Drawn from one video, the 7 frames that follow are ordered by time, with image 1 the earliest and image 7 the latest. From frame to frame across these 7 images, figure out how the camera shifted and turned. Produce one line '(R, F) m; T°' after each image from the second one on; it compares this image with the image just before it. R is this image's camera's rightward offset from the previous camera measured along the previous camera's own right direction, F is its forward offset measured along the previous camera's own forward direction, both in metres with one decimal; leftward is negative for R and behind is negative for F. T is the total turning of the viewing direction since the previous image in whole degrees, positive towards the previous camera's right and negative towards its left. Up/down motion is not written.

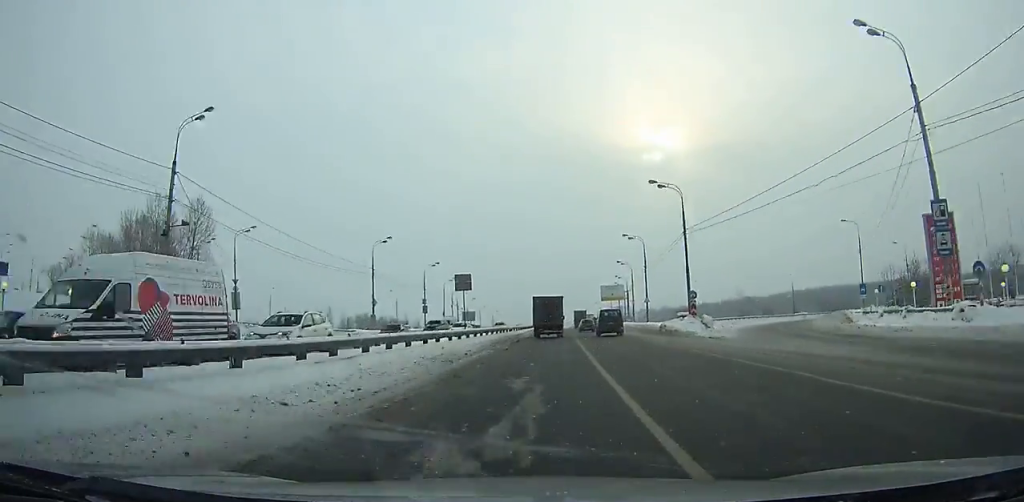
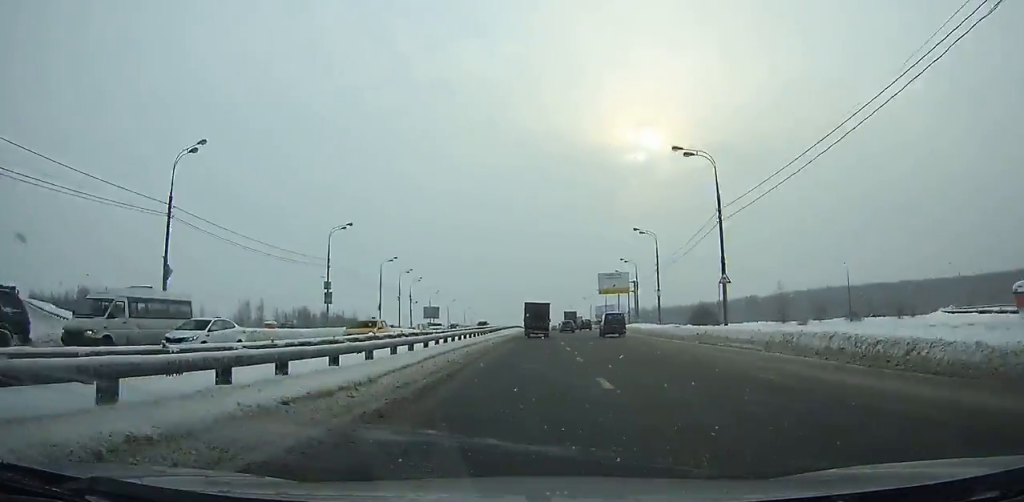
(+0.2, +40.4) m; +1°
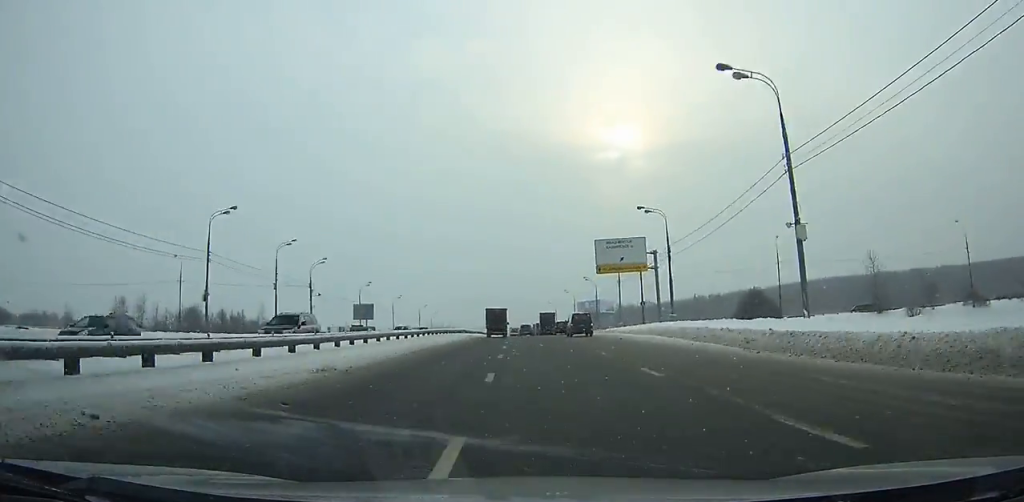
(+0.6, +46.0) m; 0°
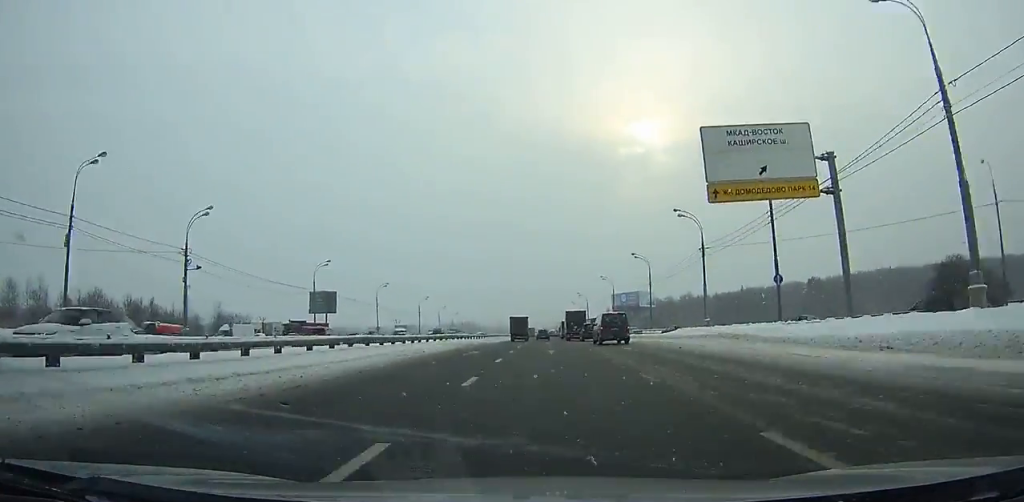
(-0.2, +40.0) m; -1°
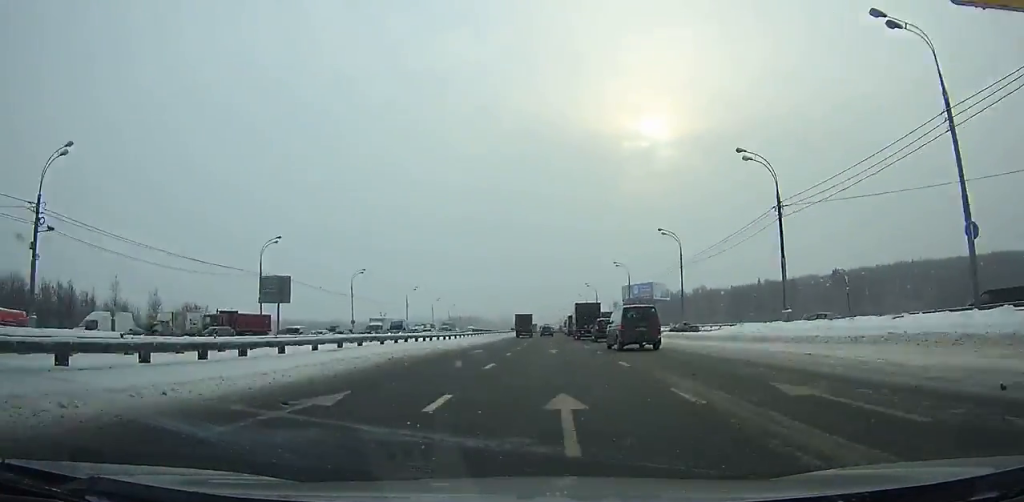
(-0.1, +19.7) m; 0°
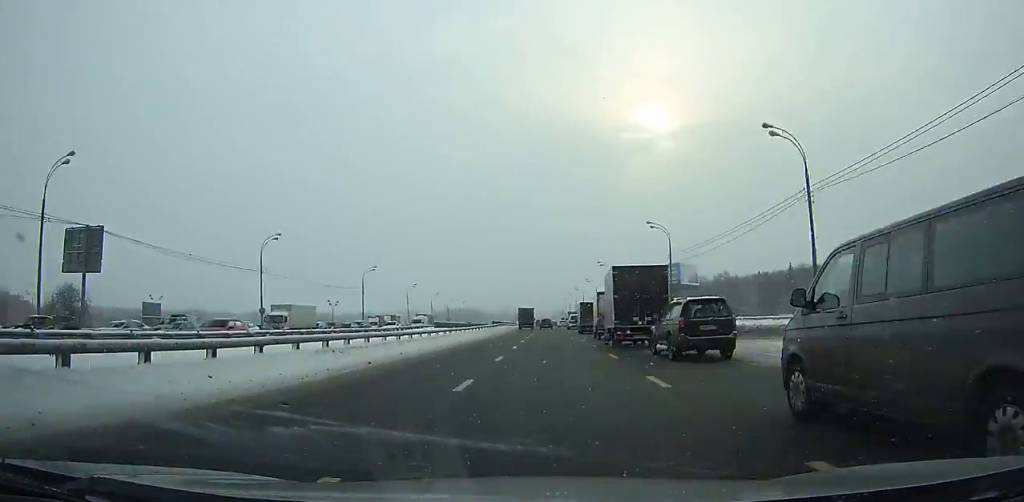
(-0.1, +37.3) m; 0°
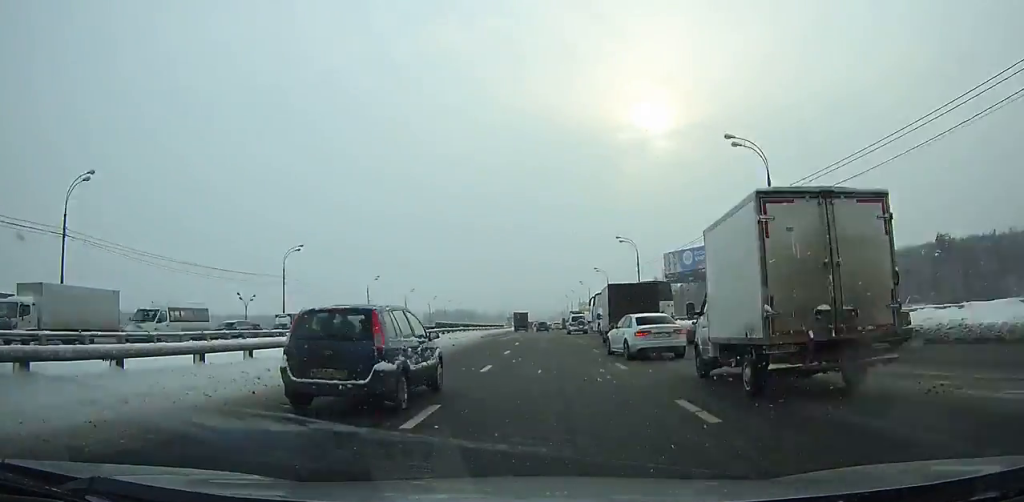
(-0.1, +35.1) m; 0°
